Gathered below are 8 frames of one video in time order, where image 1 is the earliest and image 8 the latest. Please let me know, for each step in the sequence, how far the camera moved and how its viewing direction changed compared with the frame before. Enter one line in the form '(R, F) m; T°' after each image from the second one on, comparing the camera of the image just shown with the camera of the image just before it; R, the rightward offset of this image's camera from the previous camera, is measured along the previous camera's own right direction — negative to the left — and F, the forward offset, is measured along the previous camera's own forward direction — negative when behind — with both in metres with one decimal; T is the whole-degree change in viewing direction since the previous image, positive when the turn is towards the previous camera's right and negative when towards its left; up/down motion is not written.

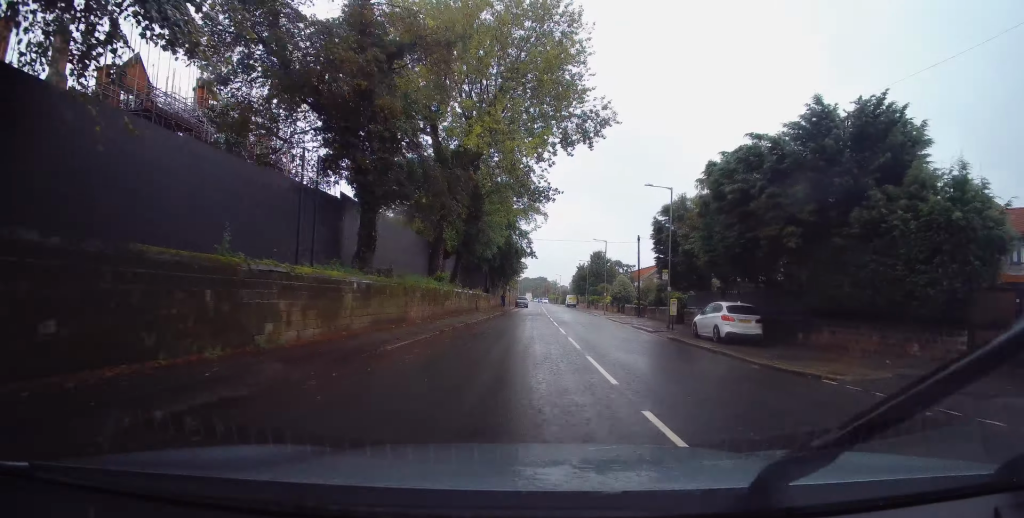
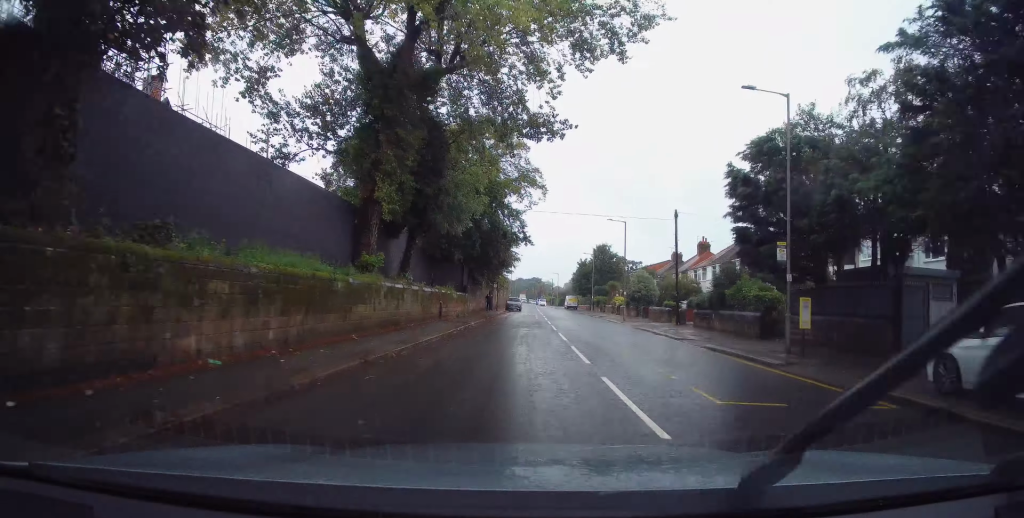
(-0.1, +15.5) m; +1°
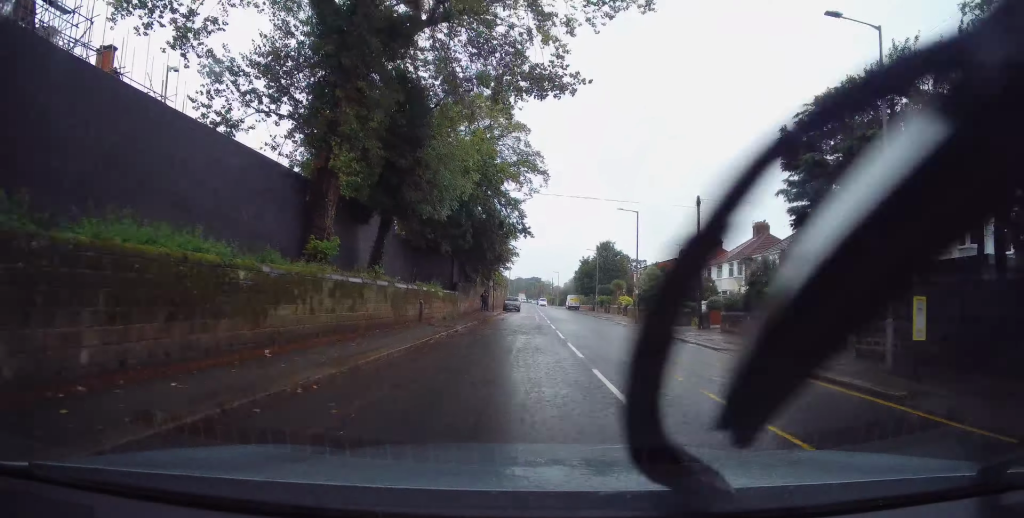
(-0.1, +5.2) m; +1°
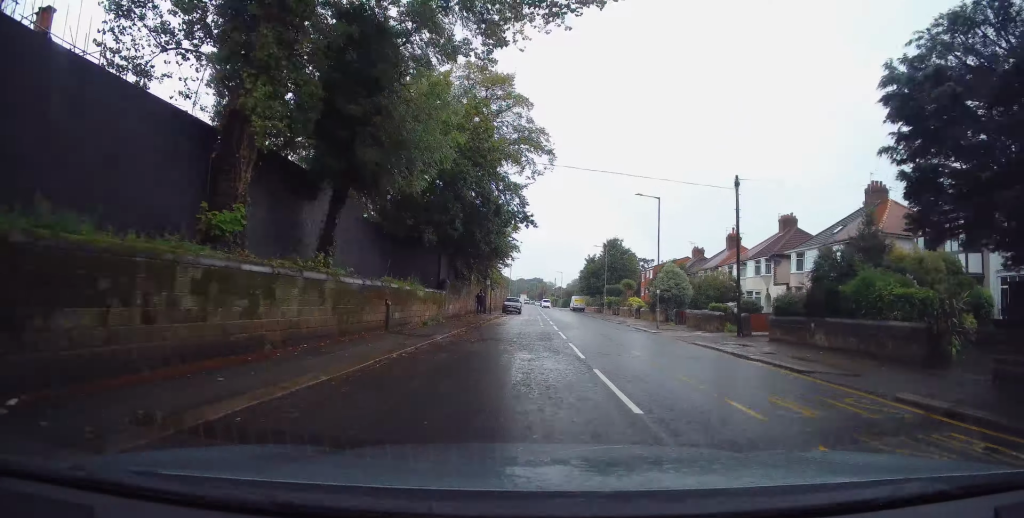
(+0.2, +5.9) m; 0°
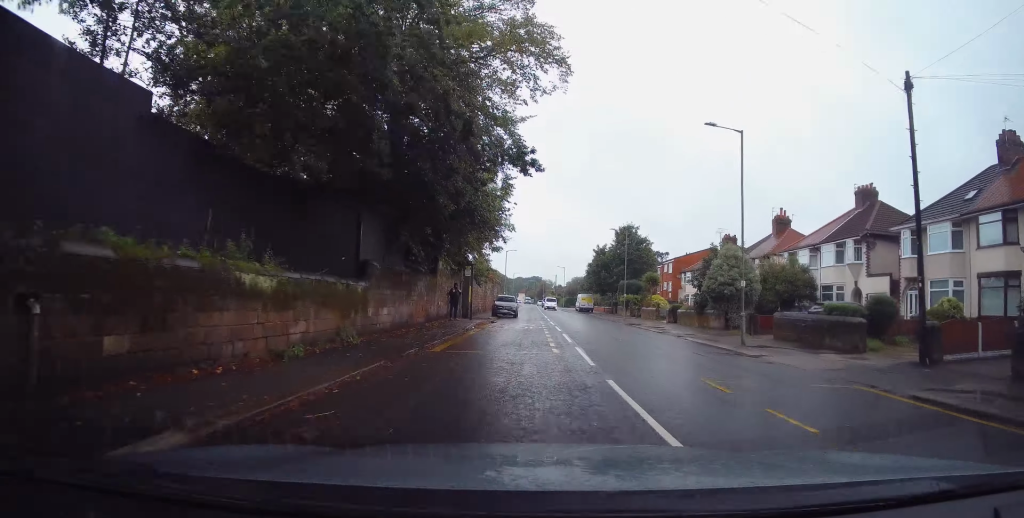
(-0.1, +13.5) m; 0°
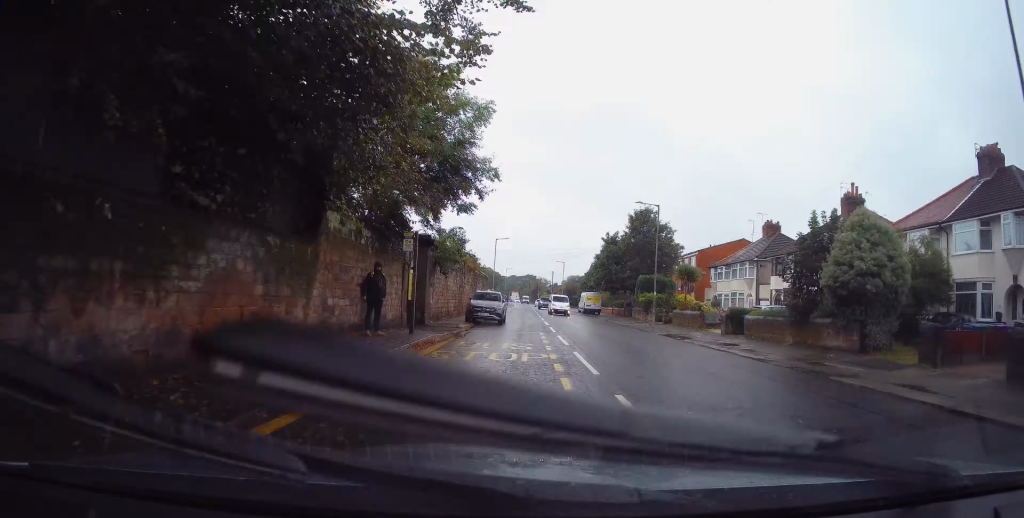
(+0.3, +13.5) m; +1°
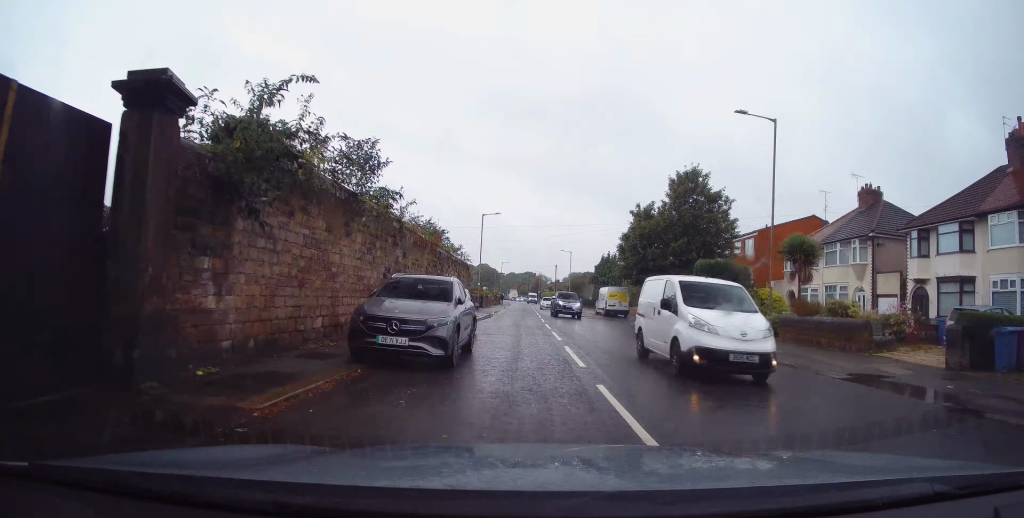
(-0.6, +17.4) m; -3°
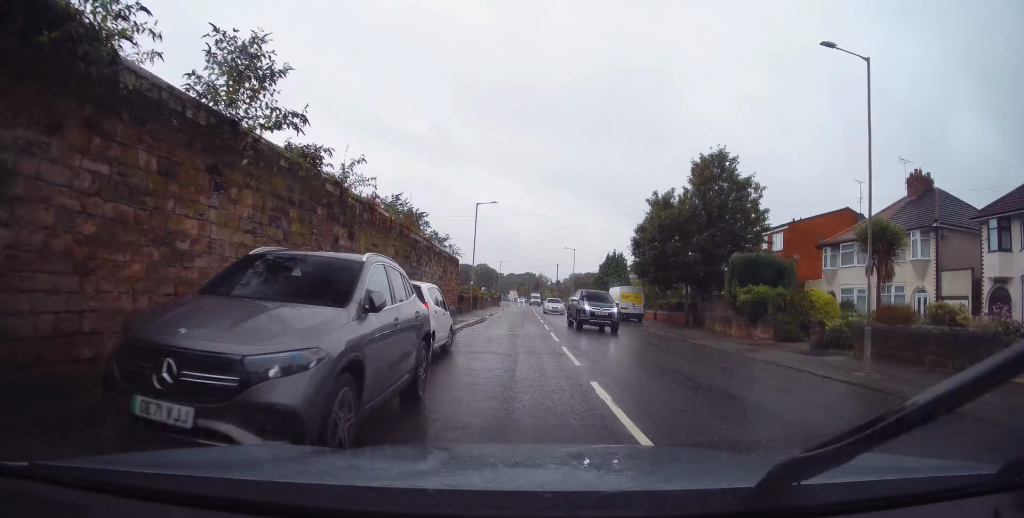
(0.0, +5.8) m; 0°
